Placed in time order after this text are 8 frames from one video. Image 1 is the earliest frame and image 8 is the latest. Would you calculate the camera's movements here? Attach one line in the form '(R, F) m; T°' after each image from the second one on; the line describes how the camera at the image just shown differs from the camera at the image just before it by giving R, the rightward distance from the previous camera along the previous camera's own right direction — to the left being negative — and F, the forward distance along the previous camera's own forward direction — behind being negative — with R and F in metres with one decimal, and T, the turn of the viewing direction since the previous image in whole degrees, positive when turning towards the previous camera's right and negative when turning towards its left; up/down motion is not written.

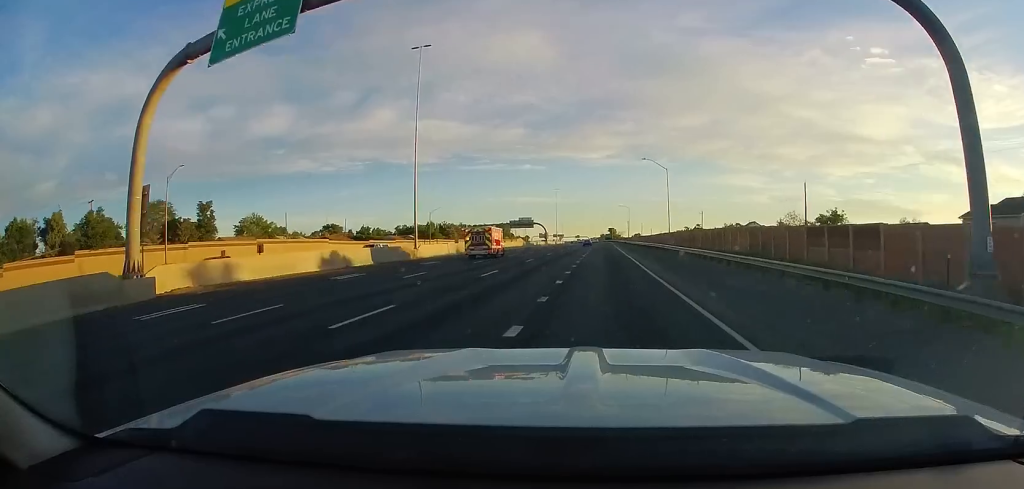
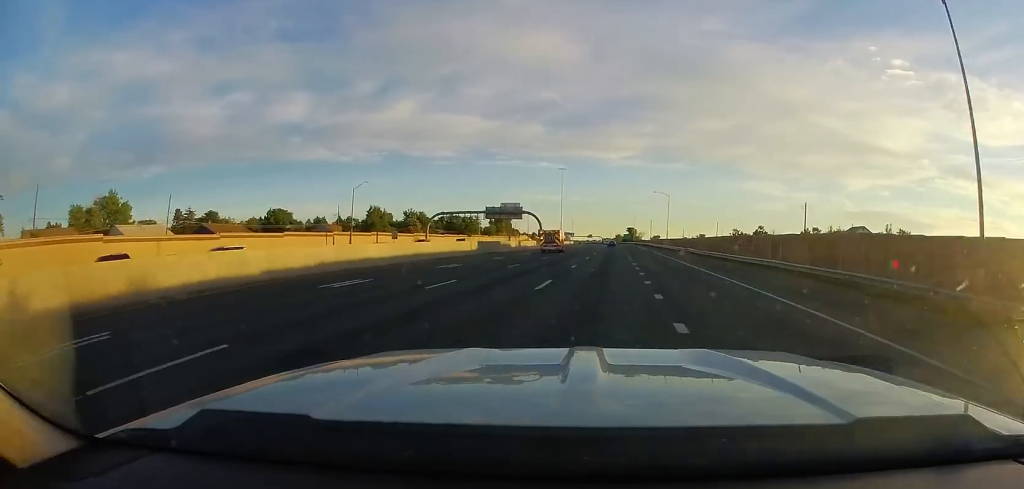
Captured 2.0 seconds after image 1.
(+0.4, +54.7) m; +2°
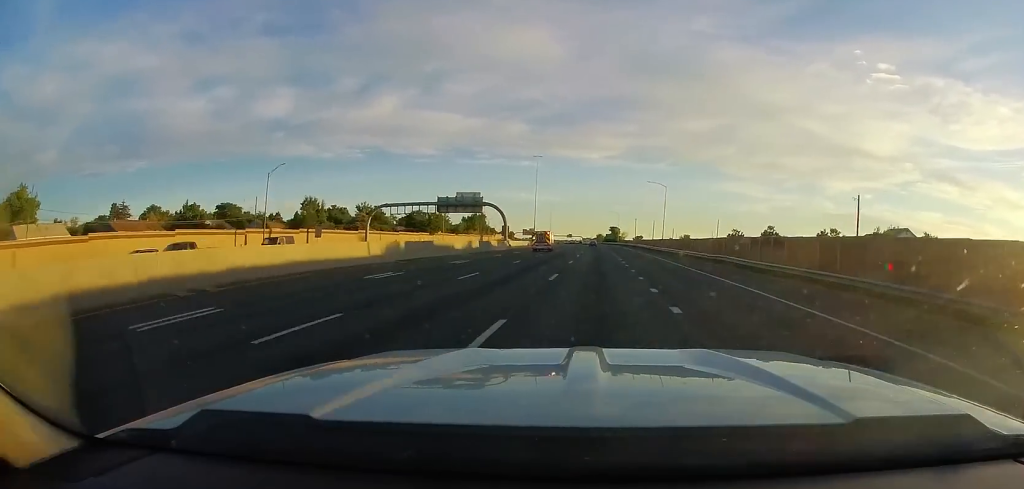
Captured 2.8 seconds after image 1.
(+0.3, +21.4) m; +1°
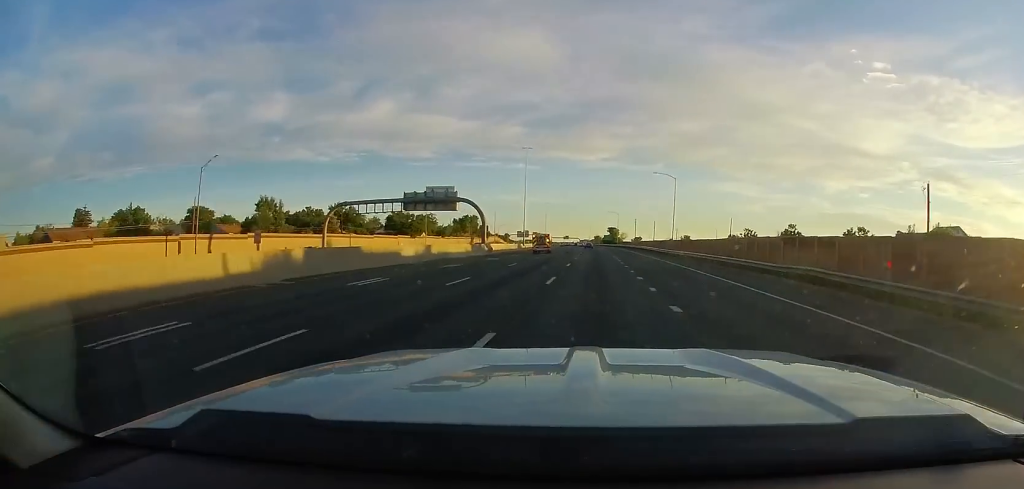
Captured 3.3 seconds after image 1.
(0.0, +14.3) m; 0°
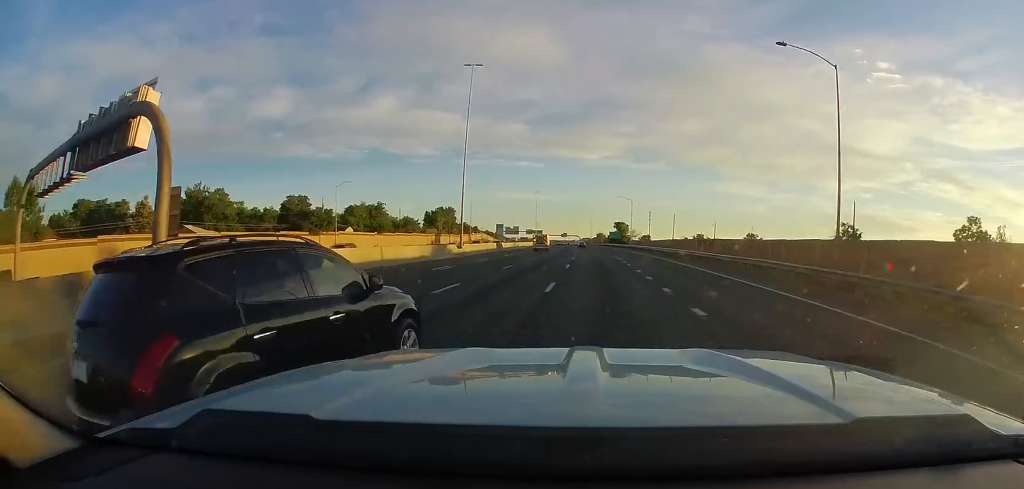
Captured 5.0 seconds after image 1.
(-0.2, +53.0) m; -1°
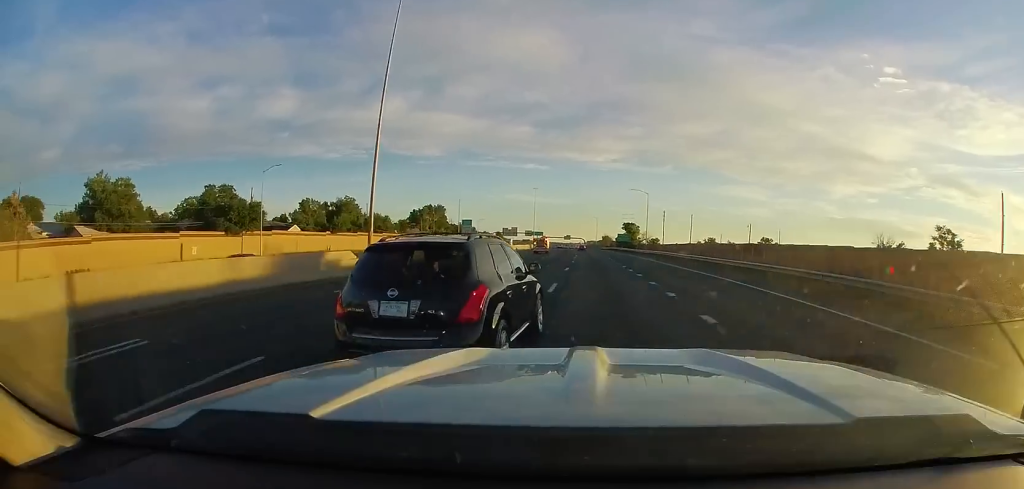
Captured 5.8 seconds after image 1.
(+0.1, +24.3) m; -2°
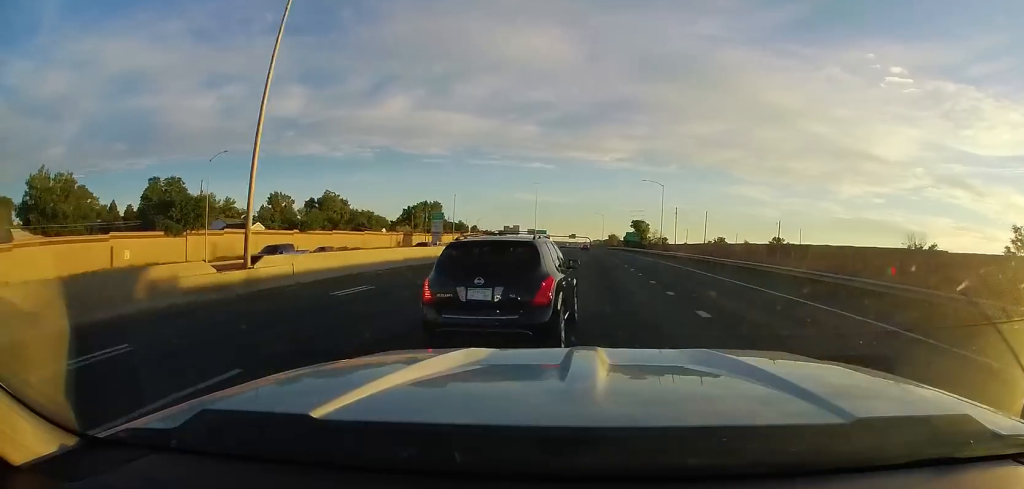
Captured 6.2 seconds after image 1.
(-0.5, +13.2) m; -1°
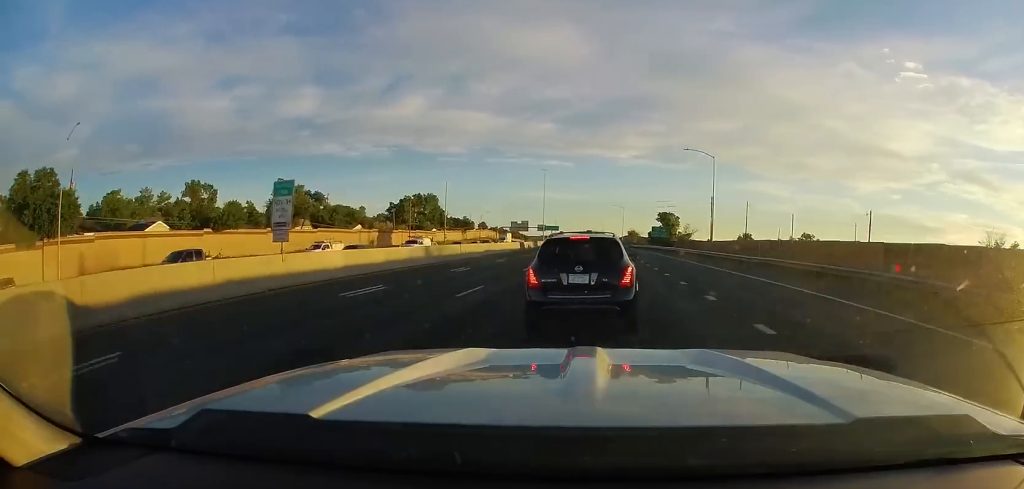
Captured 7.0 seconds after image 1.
(-0.5, +27.0) m; -1°
